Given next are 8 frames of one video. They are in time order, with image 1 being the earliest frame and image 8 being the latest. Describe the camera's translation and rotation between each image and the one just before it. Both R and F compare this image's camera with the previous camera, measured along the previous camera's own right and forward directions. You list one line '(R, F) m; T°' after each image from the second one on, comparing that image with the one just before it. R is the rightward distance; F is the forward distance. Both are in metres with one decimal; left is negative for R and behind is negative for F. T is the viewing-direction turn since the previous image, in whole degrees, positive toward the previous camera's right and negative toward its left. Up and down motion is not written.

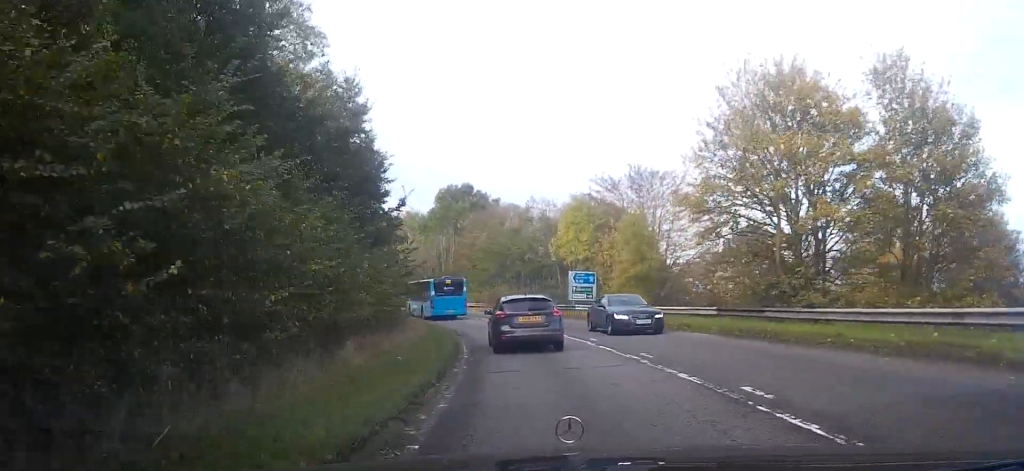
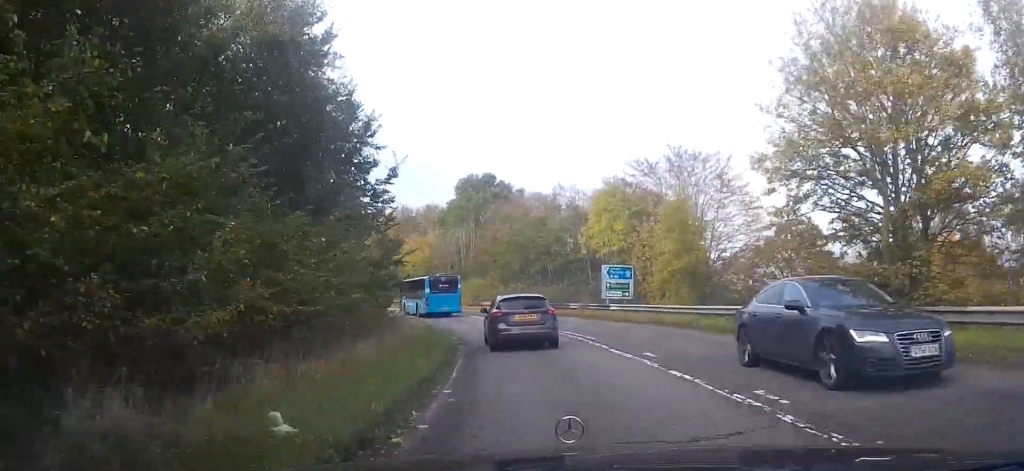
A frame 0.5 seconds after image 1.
(-0.2, +6.1) m; -2°
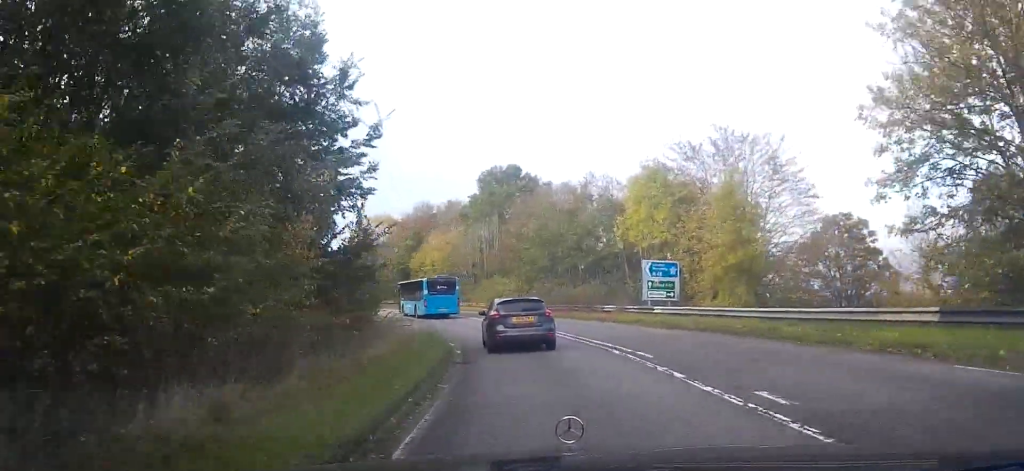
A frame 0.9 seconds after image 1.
(0.0, +5.6) m; 0°
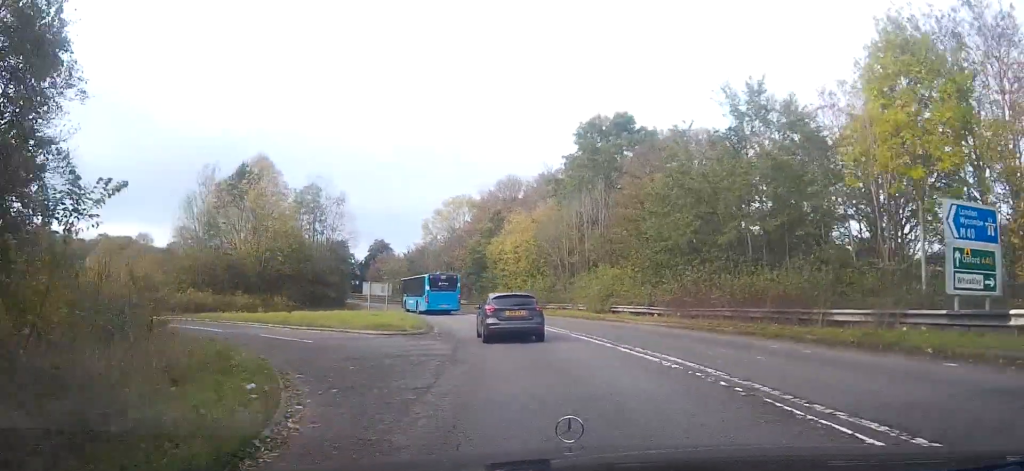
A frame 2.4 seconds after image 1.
(0.0, +19.5) m; 0°
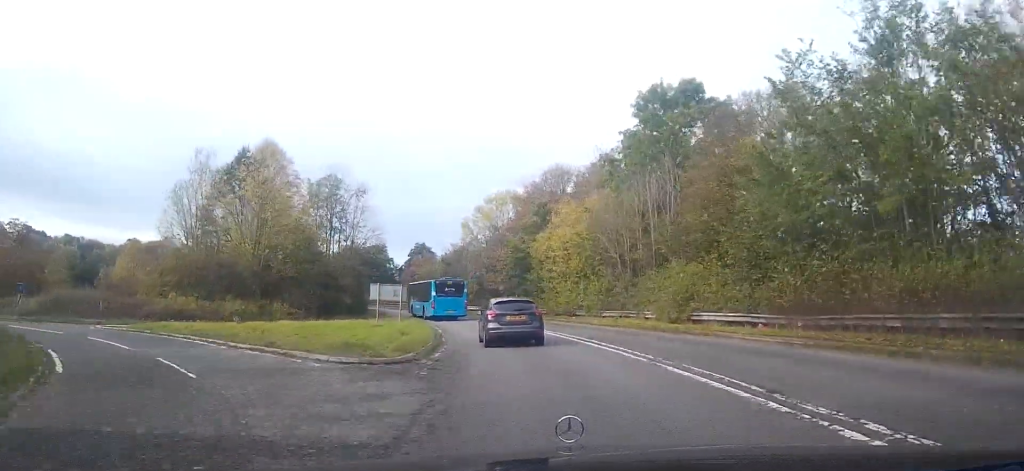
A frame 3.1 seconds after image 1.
(0.0, +8.9) m; 0°
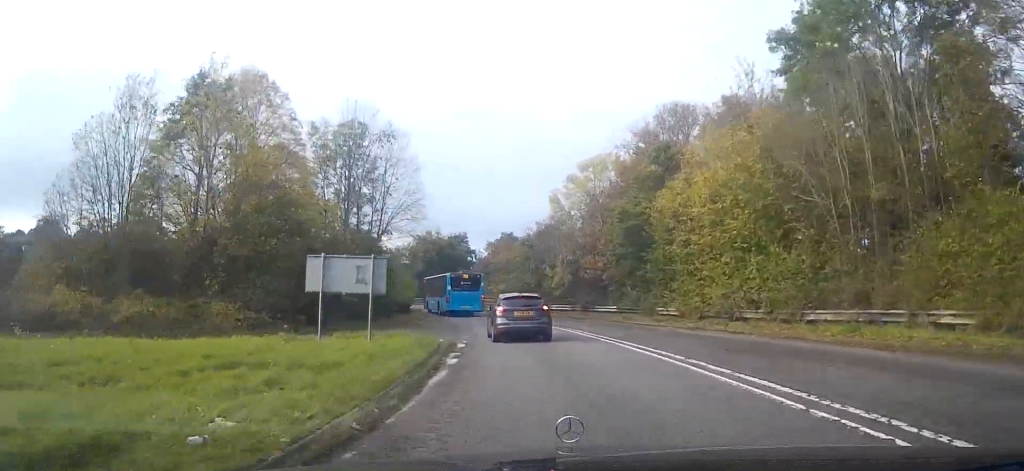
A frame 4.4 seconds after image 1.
(0.0, +19.2) m; -3°
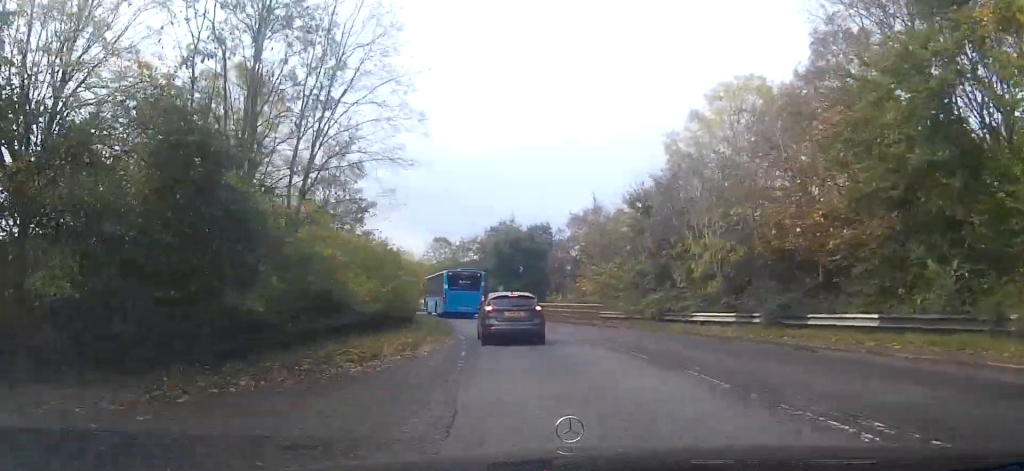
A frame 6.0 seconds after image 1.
(-3.7, +21.9) m; -21°
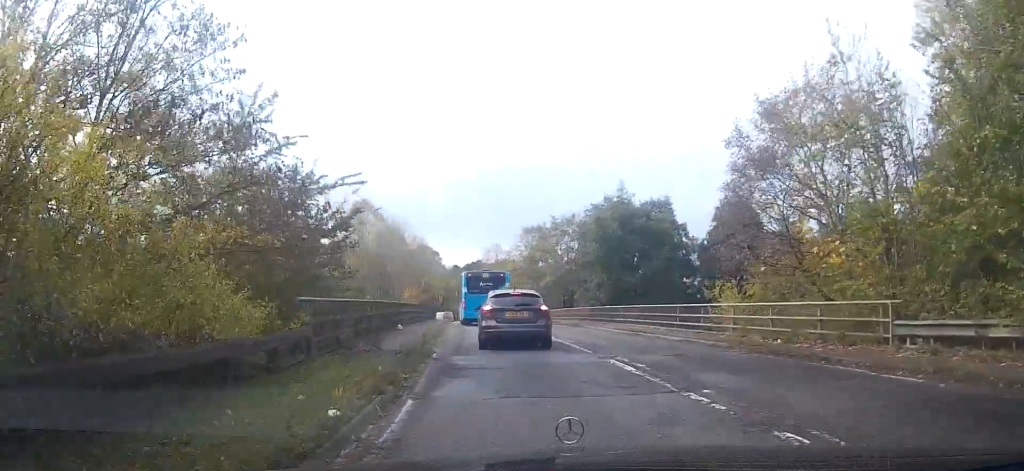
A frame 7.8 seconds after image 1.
(-2.5, +23.5) m; -10°
